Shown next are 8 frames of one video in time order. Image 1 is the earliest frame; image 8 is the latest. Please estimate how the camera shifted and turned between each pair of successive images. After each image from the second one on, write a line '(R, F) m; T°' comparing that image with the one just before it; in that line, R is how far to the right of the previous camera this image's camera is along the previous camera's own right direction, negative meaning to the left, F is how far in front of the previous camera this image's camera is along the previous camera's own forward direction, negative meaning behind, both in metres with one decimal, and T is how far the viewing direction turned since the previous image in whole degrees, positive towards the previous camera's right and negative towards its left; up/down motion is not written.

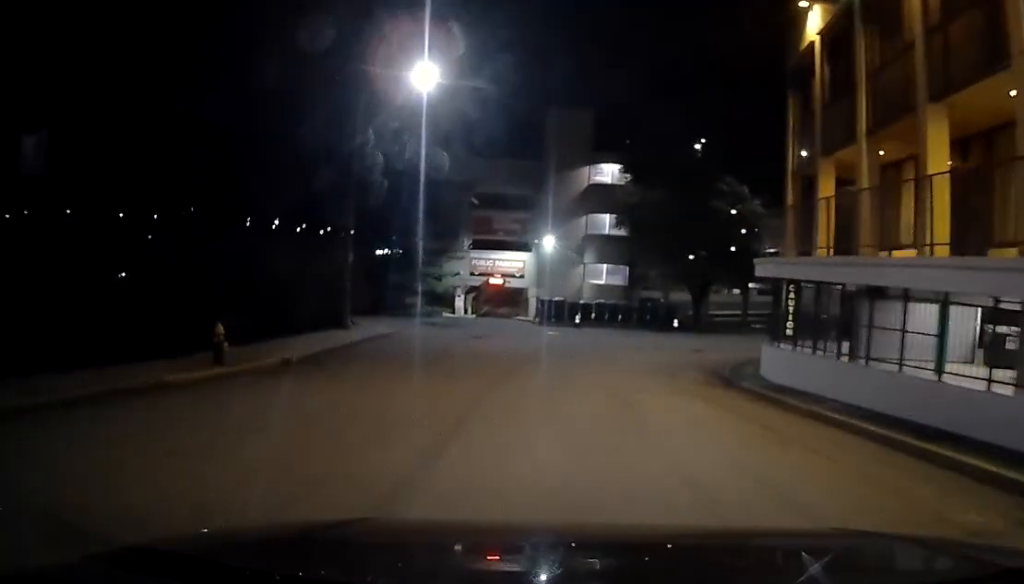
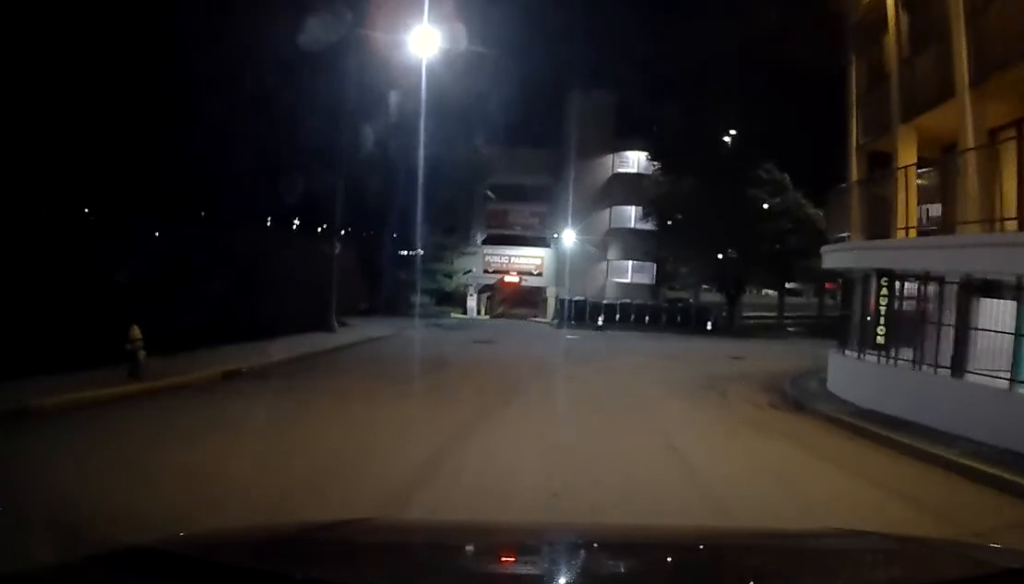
(0.0, +3.6) m; 0°
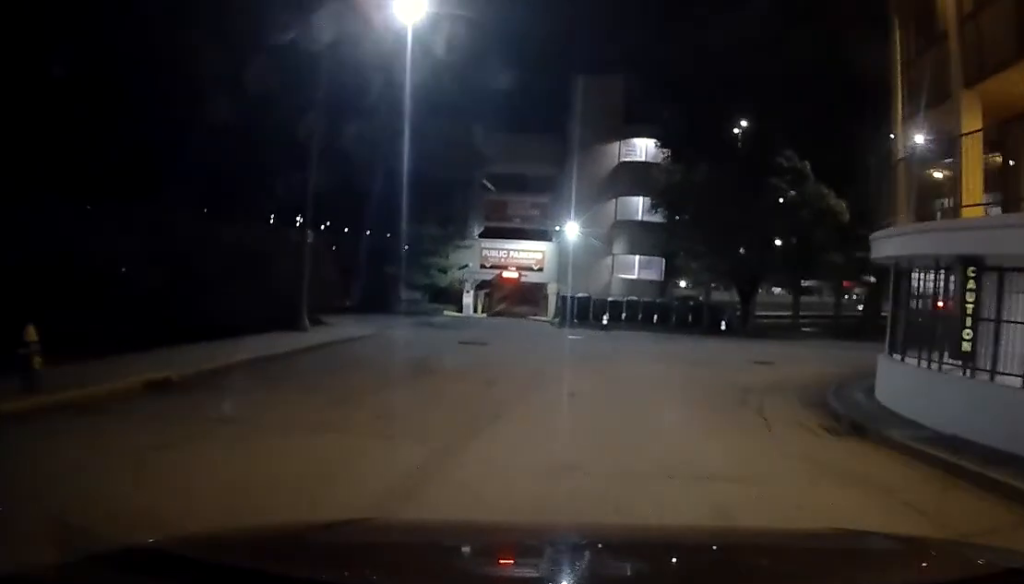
(+0.2, +2.6) m; 0°
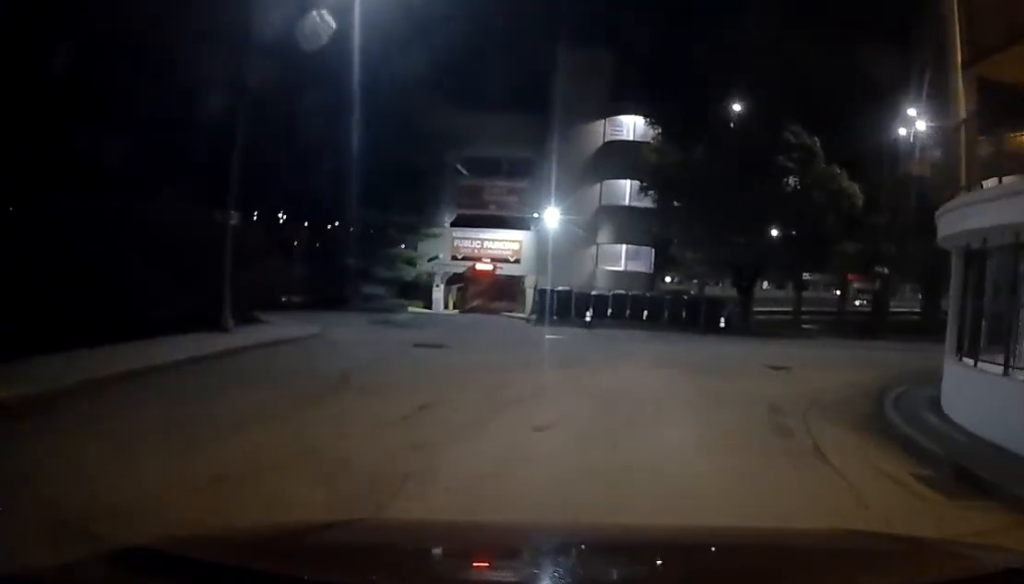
(0.0, +3.4) m; +1°
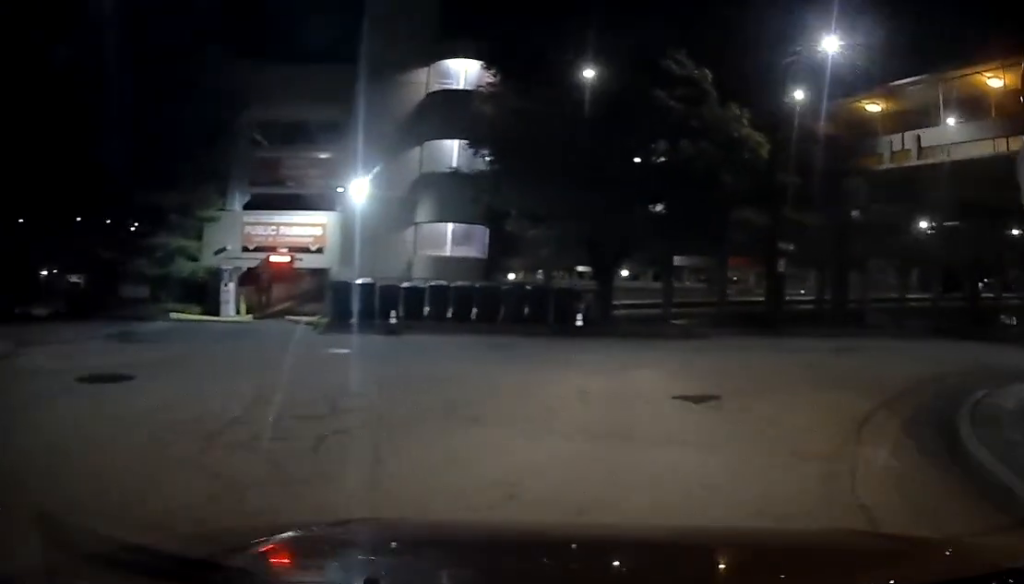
(+0.1, +7.3) m; +10°
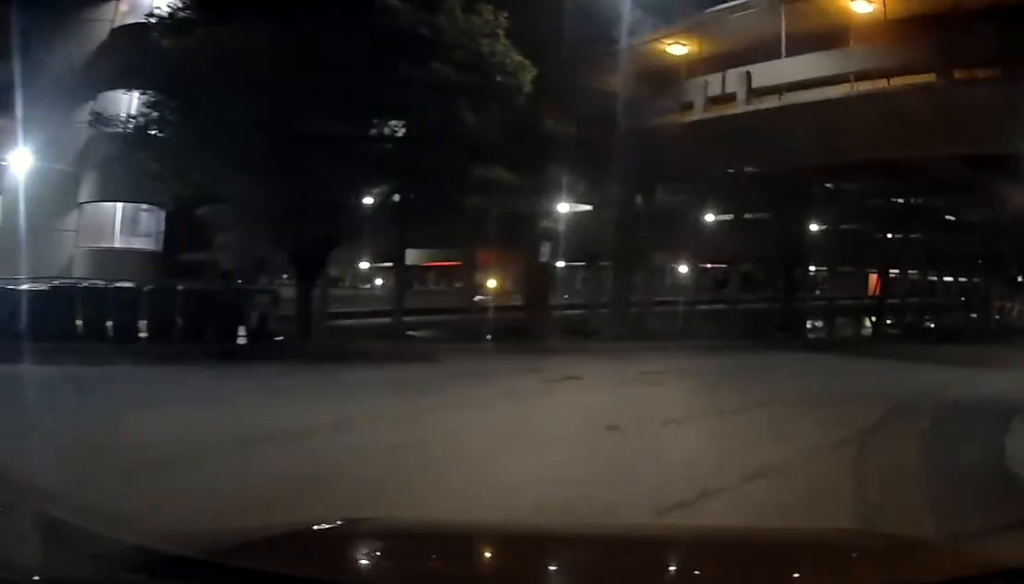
(+1.2, +7.0) m; +23°
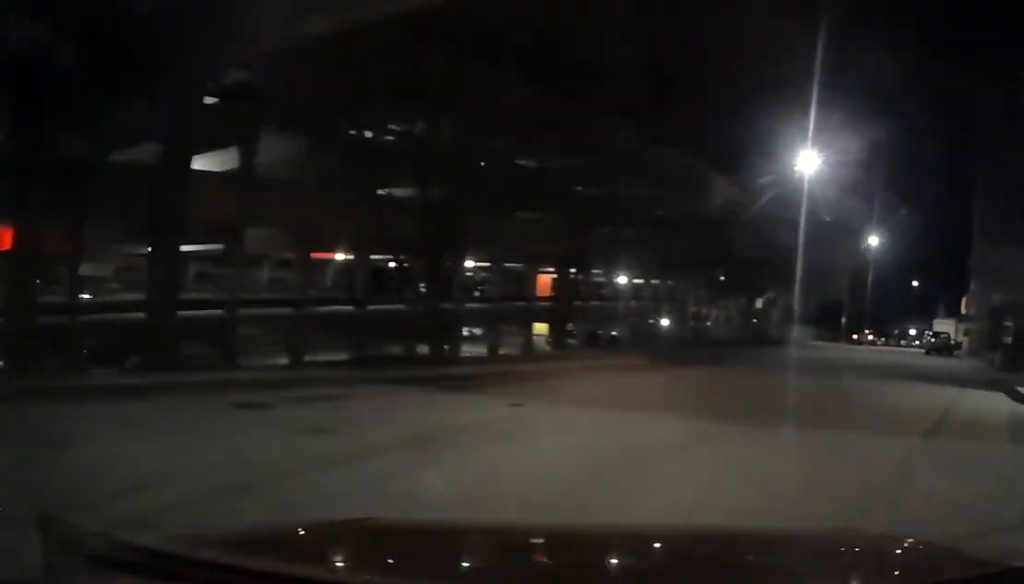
(+2.0, +8.8) m; +24°
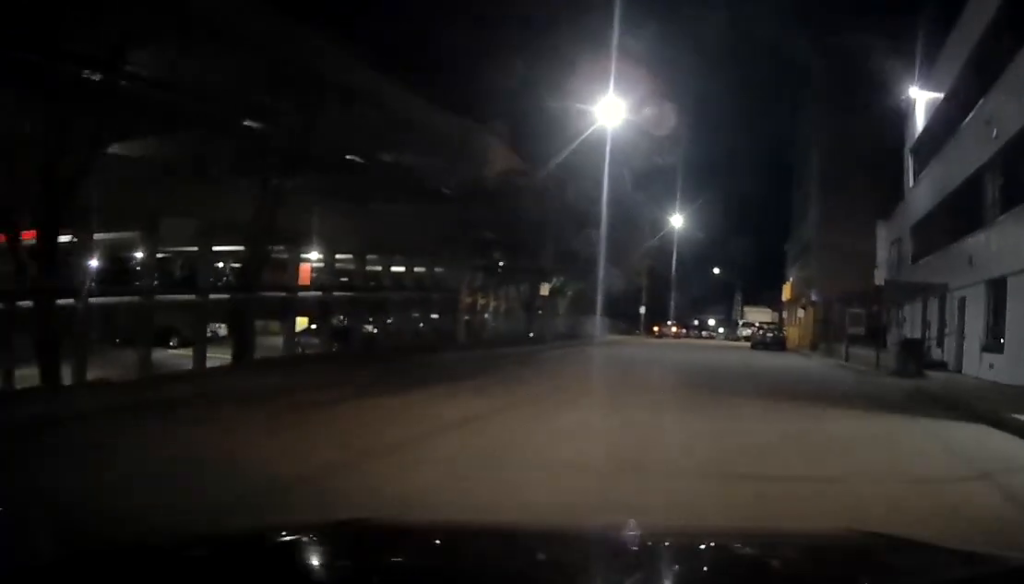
(+1.5, +7.1) m; +22°
